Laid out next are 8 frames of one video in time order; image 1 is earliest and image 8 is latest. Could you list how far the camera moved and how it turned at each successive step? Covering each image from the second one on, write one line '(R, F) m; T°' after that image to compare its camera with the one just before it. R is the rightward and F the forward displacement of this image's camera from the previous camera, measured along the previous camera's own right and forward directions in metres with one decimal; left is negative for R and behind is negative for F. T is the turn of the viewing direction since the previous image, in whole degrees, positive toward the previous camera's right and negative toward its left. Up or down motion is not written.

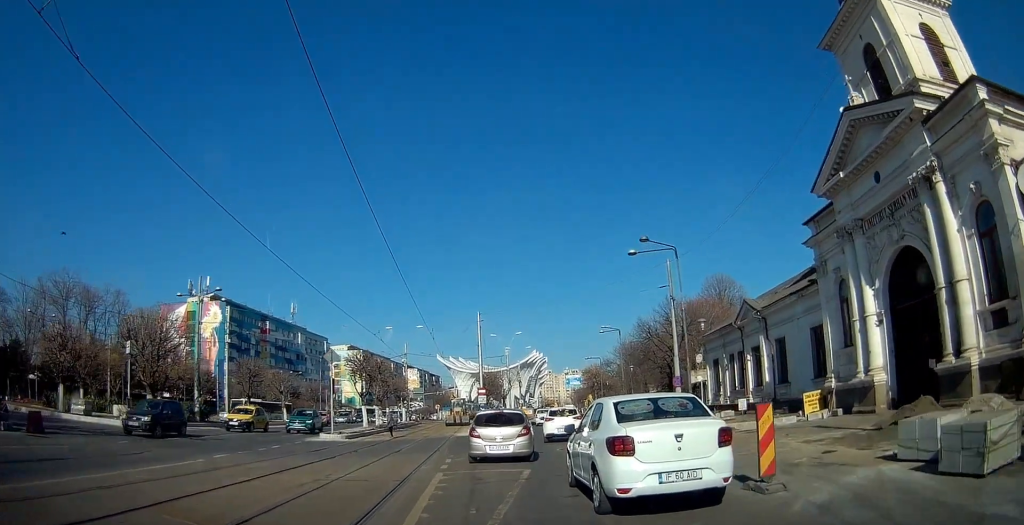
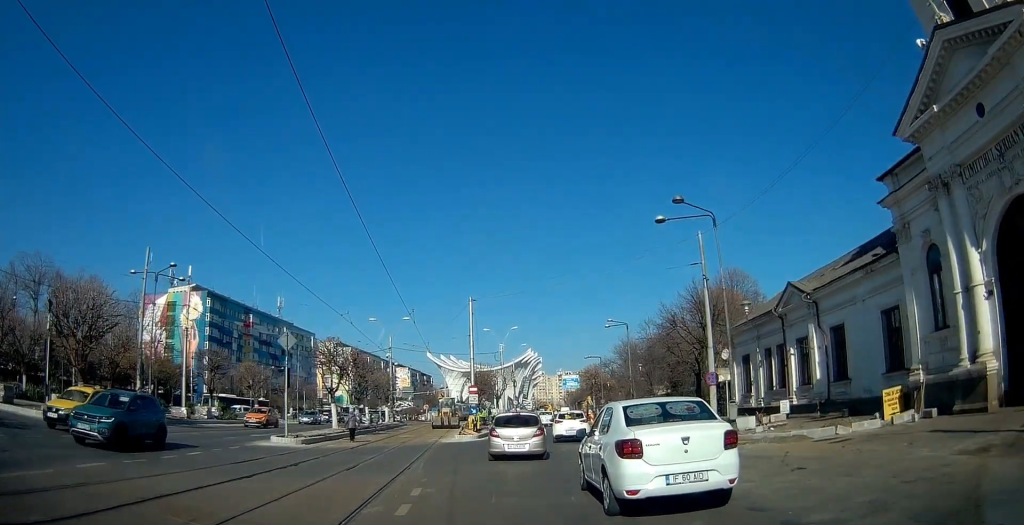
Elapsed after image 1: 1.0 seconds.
(+0.1, +7.7) m; 0°
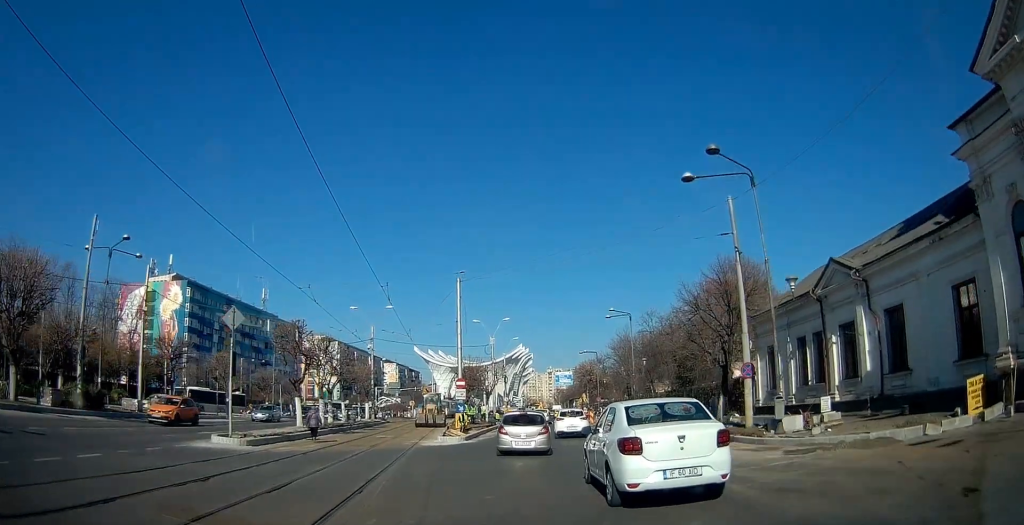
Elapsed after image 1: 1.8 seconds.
(-0.1, +5.9) m; 0°
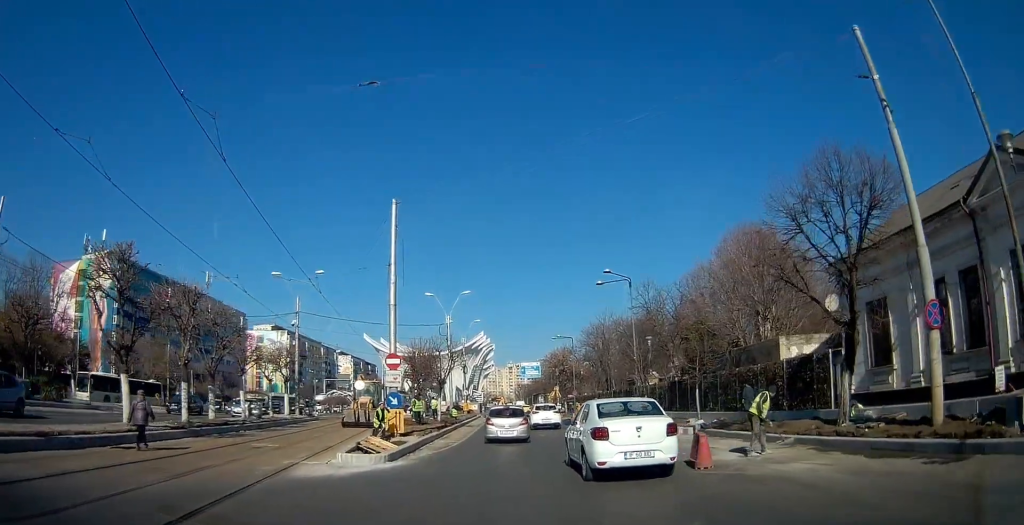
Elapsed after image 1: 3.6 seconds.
(+0.2, +14.4) m; +4°
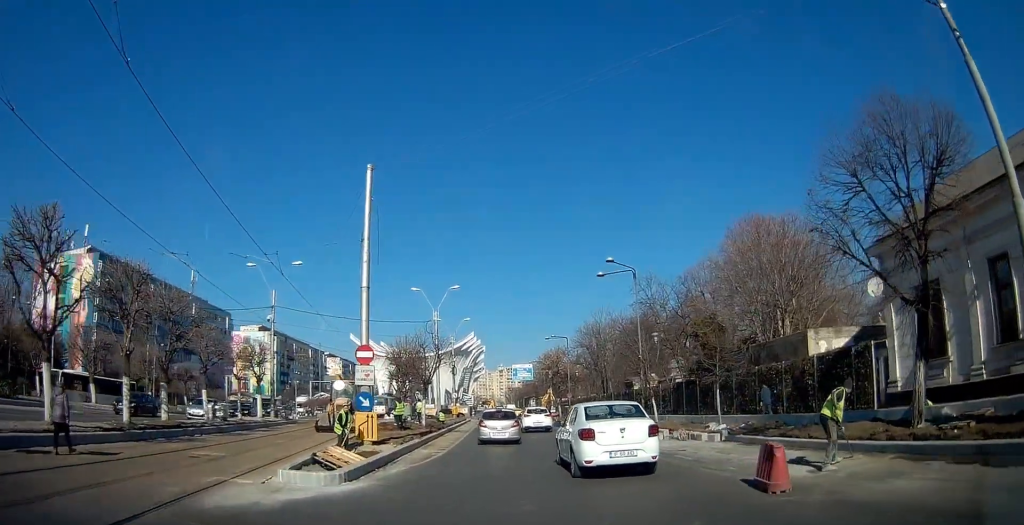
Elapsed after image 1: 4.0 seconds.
(0.0, +4.1) m; +2°
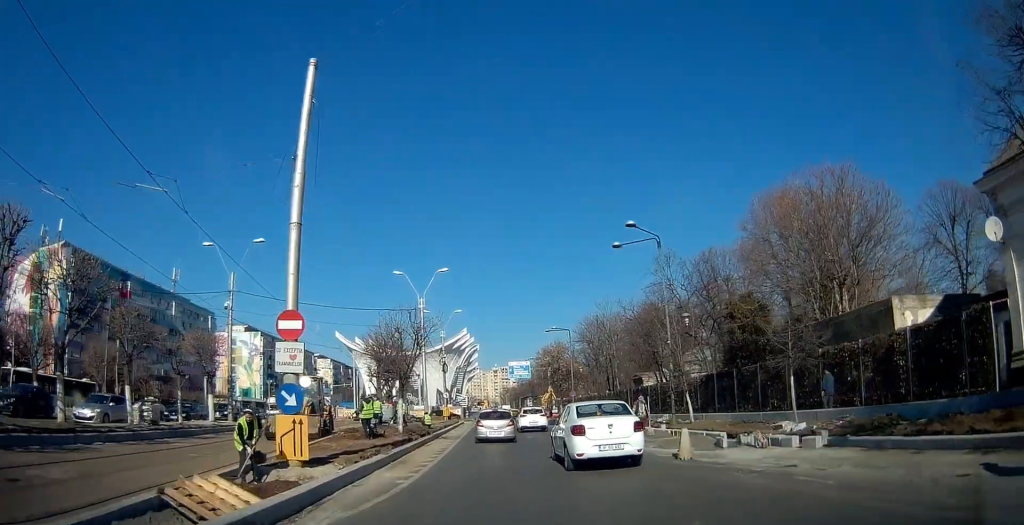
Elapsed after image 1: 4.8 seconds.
(+0.3, +7.3) m; +3°
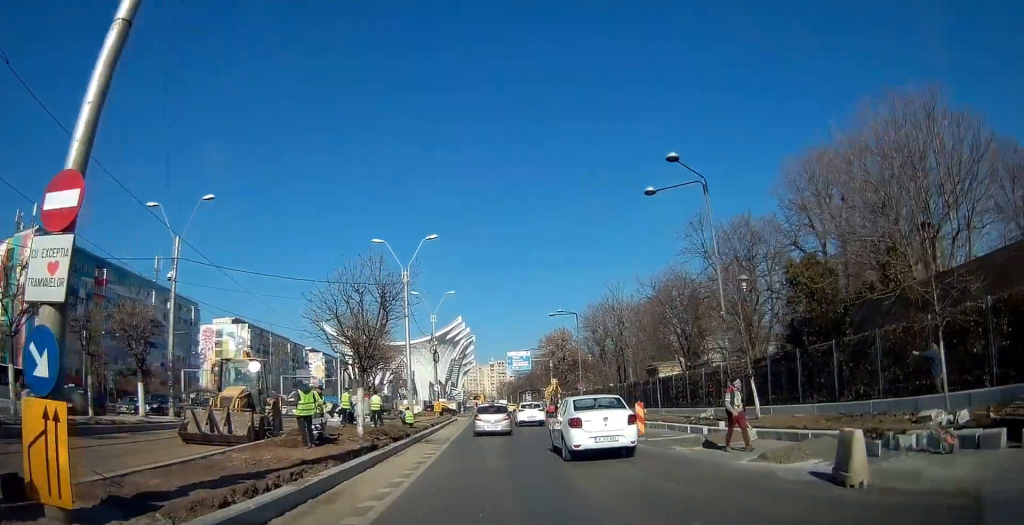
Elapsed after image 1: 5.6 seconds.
(+0.1, +7.4) m; 0°
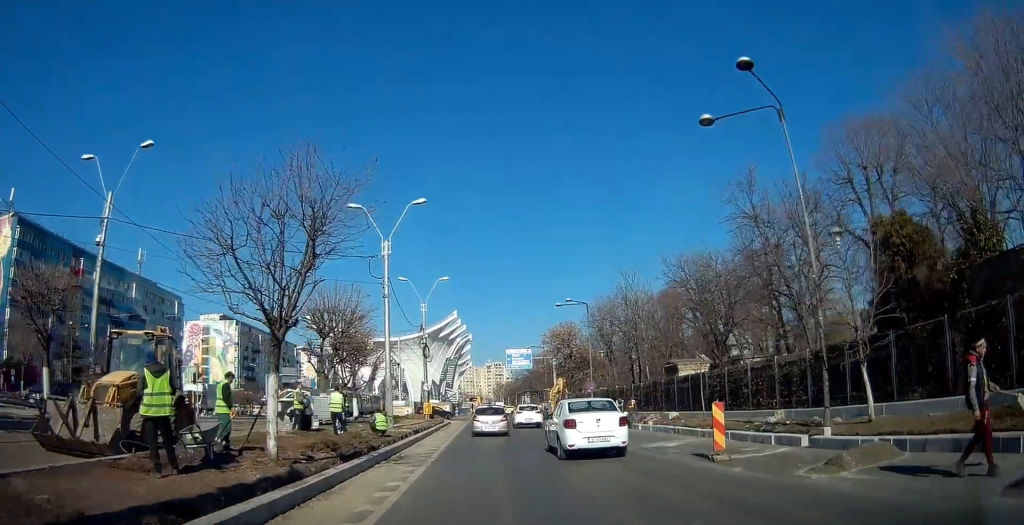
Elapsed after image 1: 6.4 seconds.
(0.0, +7.2) m; 0°
